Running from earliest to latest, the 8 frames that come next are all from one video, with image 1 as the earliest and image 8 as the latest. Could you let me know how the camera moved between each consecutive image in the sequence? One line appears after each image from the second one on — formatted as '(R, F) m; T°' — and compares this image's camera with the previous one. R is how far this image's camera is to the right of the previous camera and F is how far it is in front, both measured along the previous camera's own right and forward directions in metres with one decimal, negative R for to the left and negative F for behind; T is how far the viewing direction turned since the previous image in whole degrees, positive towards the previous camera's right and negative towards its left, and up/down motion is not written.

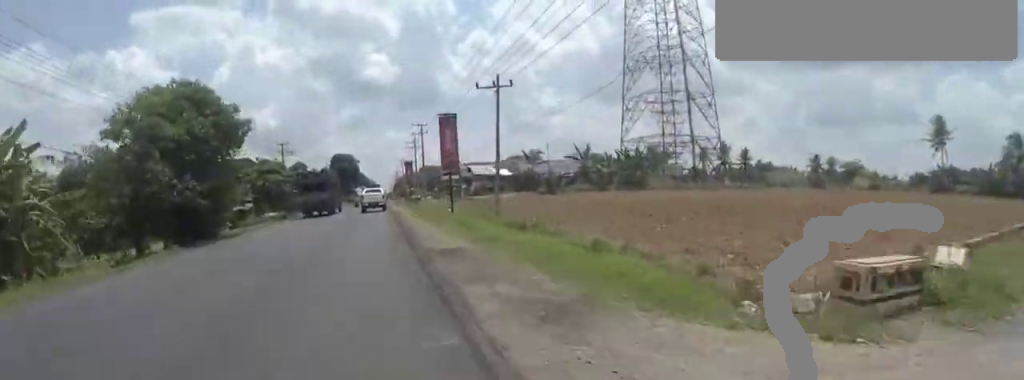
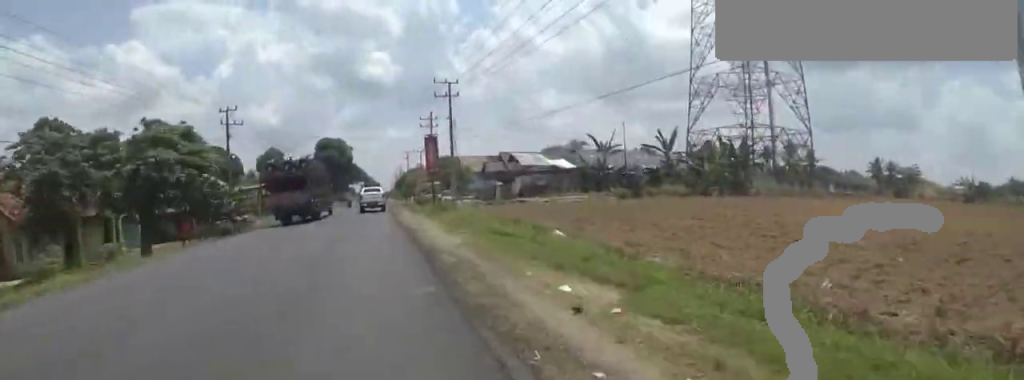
(-0.2, +22.8) m; -1°
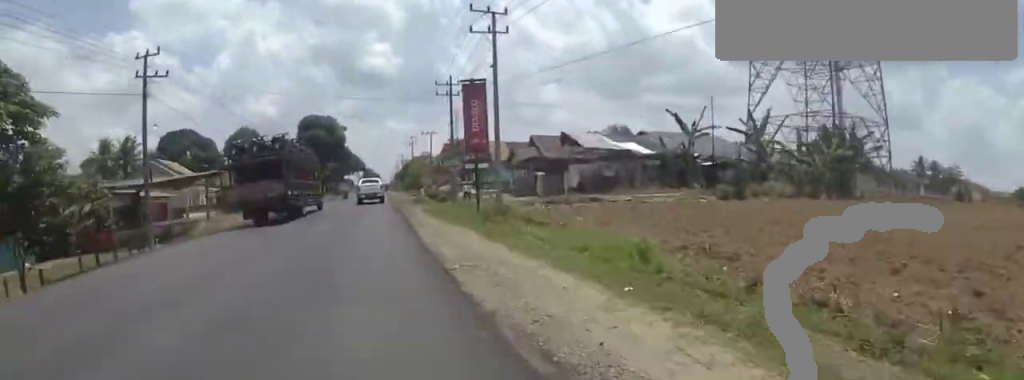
(0.0, +14.0) m; 0°
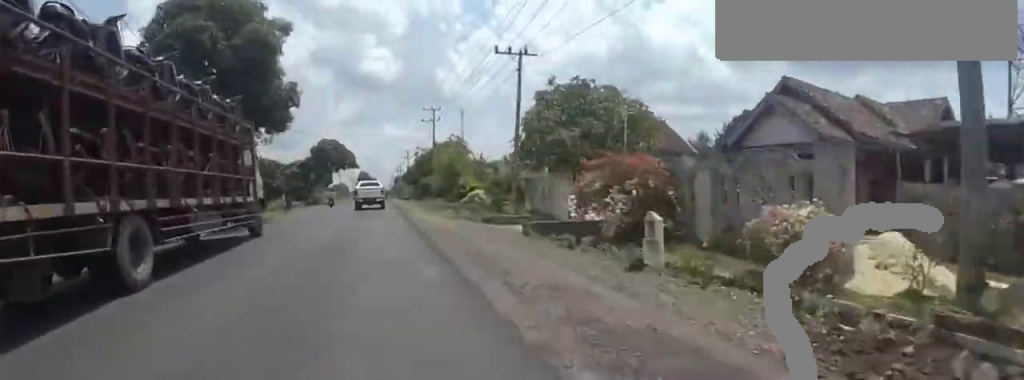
(0.0, +35.8) m; +1°
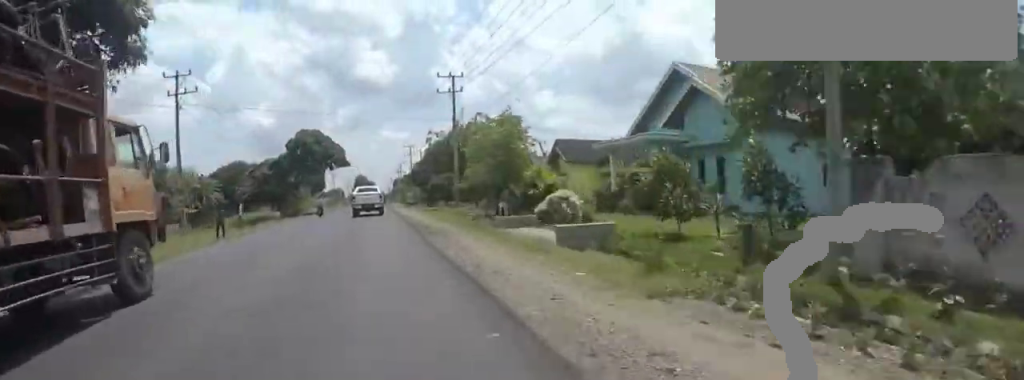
(+0.1, +15.6) m; 0°
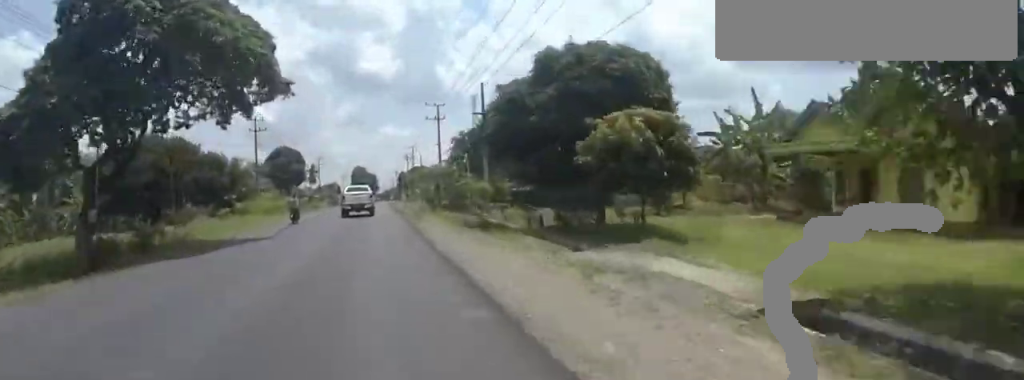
(0.0, +35.9) m; 0°
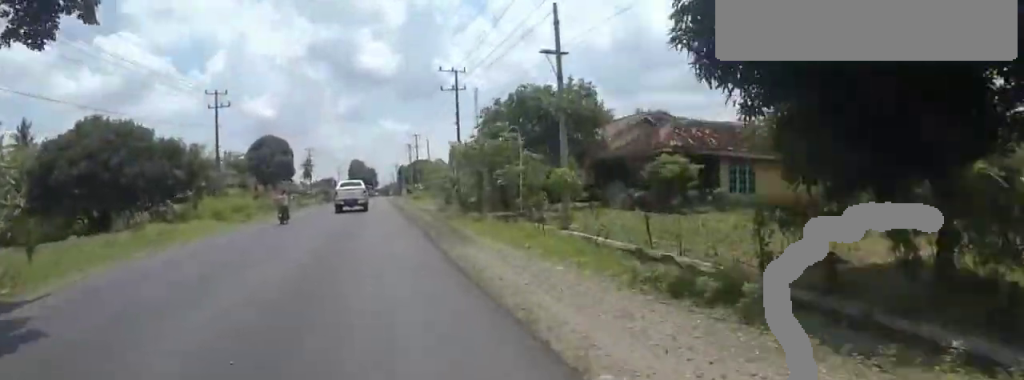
(0.0, +11.4) m; 0°
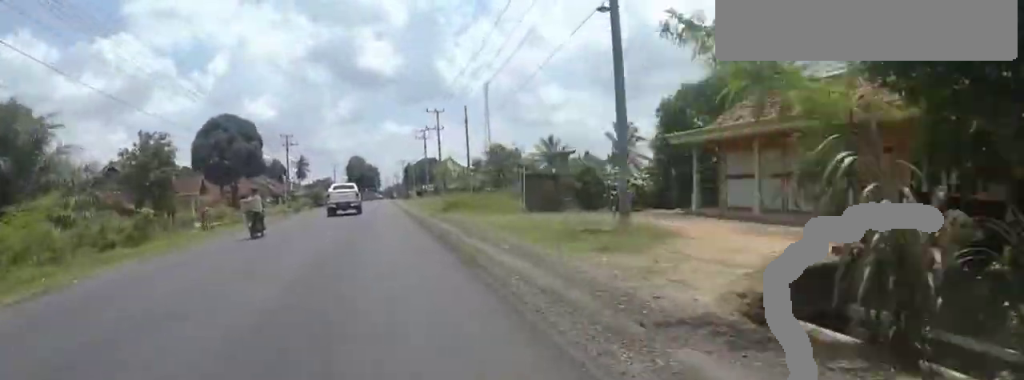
(0.0, +23.5) m; 0°
